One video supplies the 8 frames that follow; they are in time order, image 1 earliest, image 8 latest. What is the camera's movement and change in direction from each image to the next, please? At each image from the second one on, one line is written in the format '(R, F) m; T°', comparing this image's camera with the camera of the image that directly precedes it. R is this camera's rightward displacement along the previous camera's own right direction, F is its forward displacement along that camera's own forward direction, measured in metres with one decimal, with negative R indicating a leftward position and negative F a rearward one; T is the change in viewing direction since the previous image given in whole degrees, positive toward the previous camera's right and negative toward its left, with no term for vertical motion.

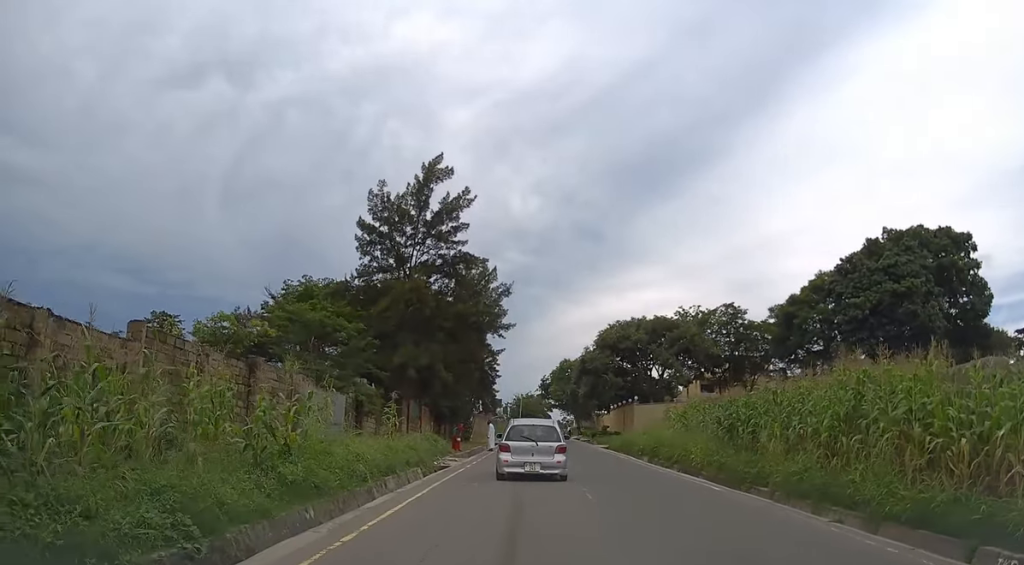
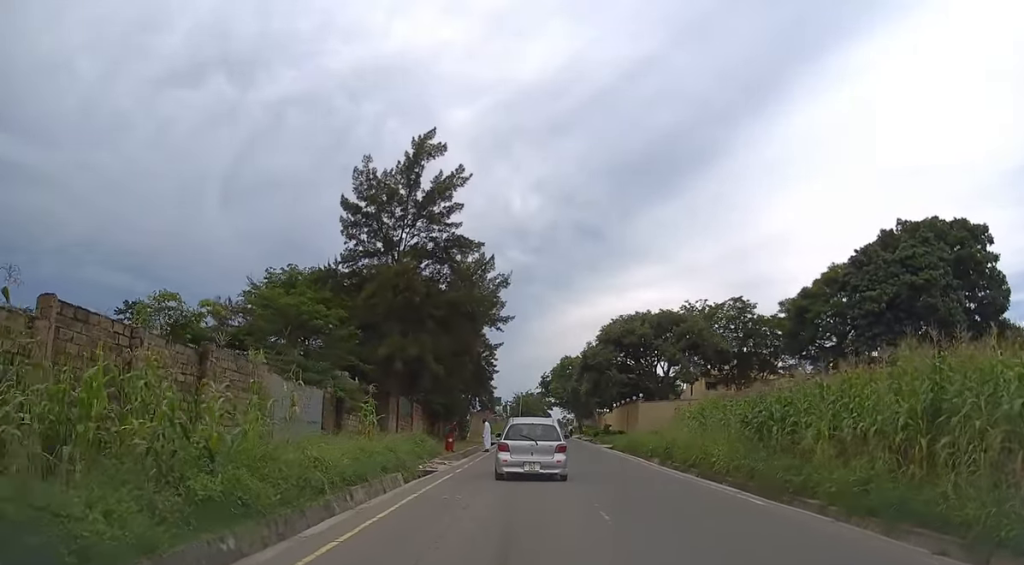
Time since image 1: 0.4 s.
(0.0, +3.0) m; +1°
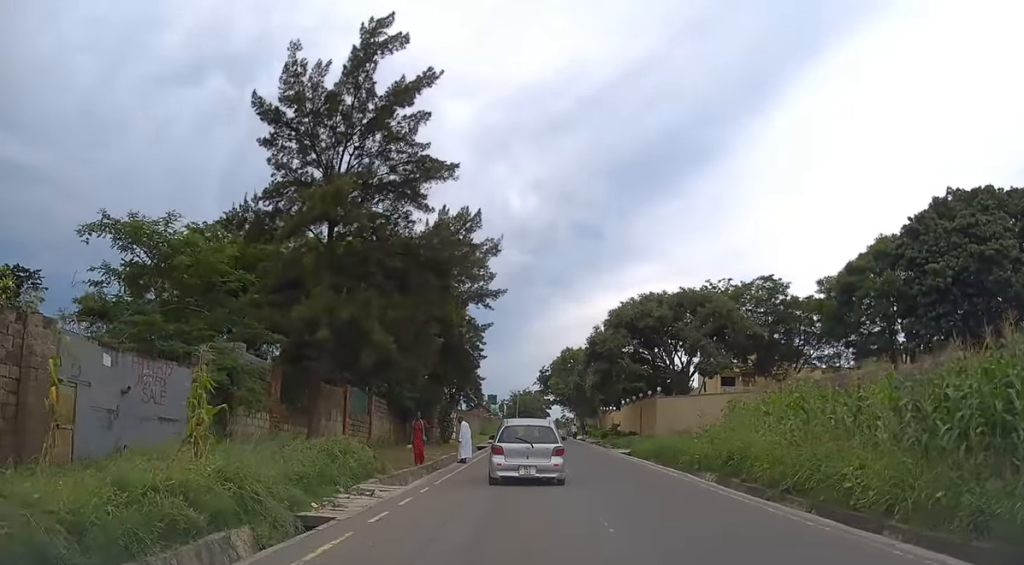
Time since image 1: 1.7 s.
(+0.2, +10.0) m; +2°
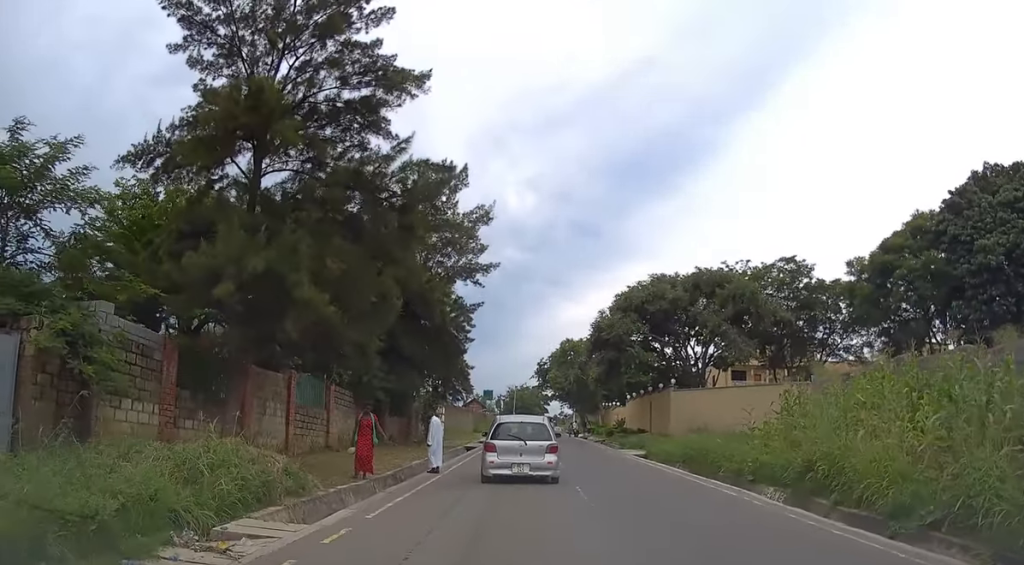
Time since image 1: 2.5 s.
(+0.1, +6.1) m; -1°
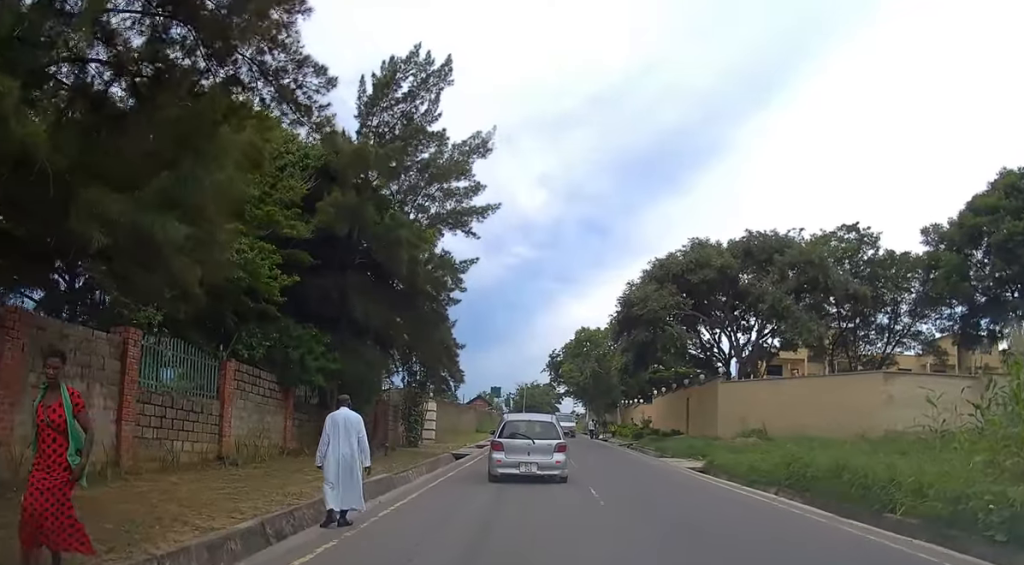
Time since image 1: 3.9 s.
(-0.3, +9.6) m; -2°
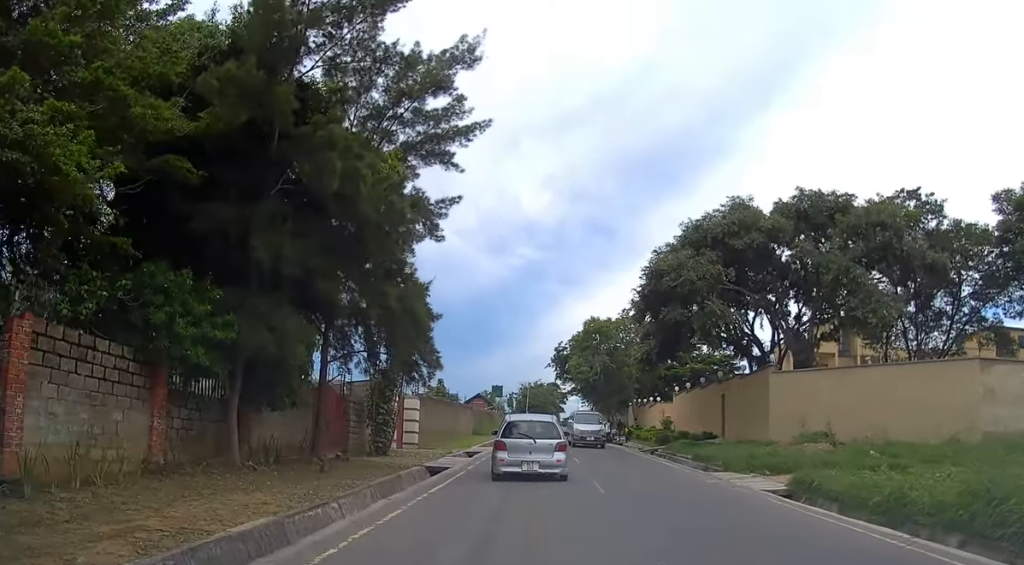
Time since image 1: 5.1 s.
(0.0, +7.7) m; 0°
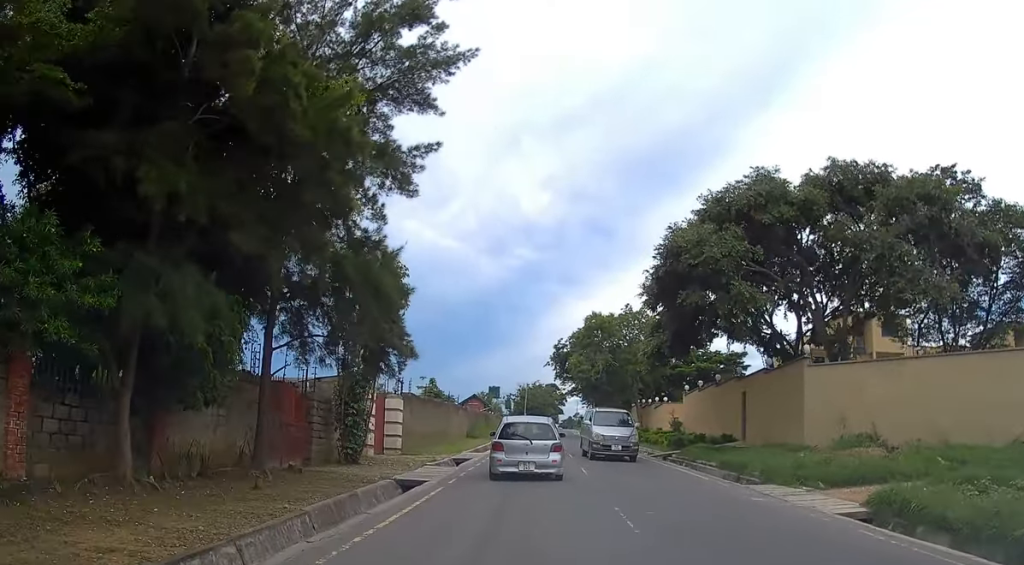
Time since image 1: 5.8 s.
(0.0, +4.2) m; -1°
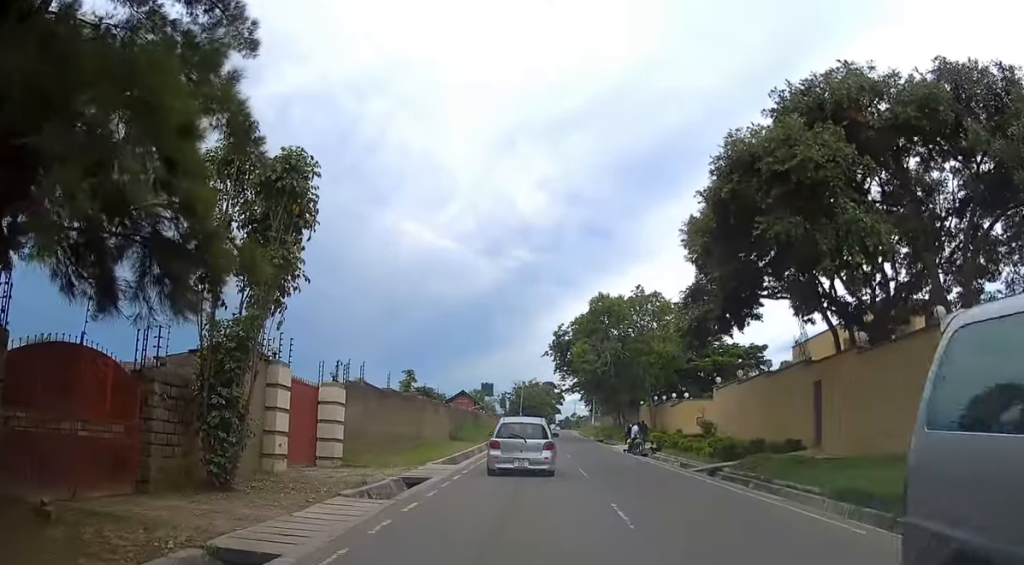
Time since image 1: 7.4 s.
(-0.2, +9.1) m; +1°
